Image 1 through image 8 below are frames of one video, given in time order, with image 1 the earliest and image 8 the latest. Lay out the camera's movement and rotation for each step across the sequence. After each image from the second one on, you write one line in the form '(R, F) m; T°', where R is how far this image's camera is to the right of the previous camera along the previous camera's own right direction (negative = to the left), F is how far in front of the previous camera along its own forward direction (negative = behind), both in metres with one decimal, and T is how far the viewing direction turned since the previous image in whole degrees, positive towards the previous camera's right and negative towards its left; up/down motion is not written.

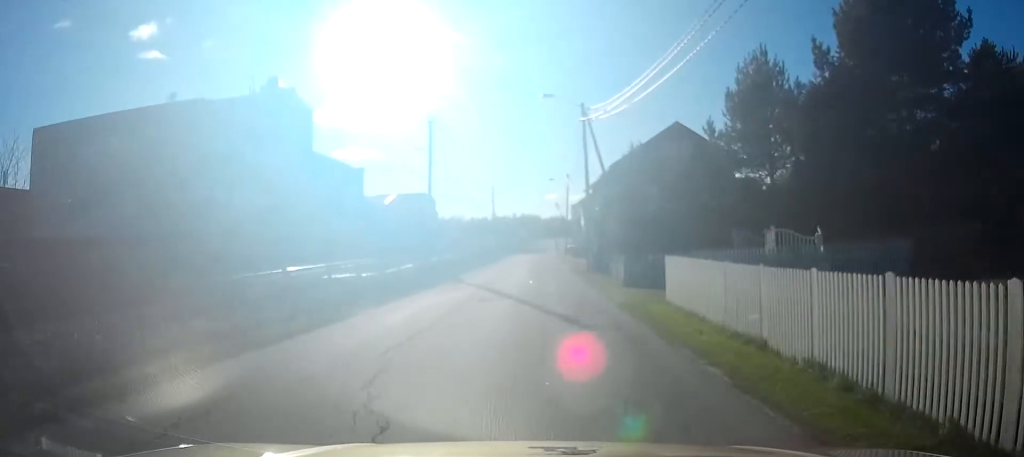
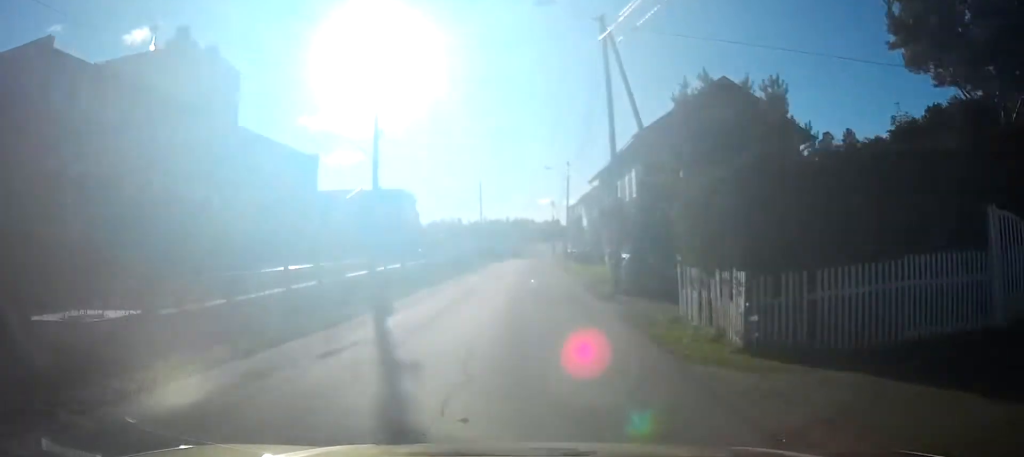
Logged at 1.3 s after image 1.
(+0.9, +13.0) m; +3°
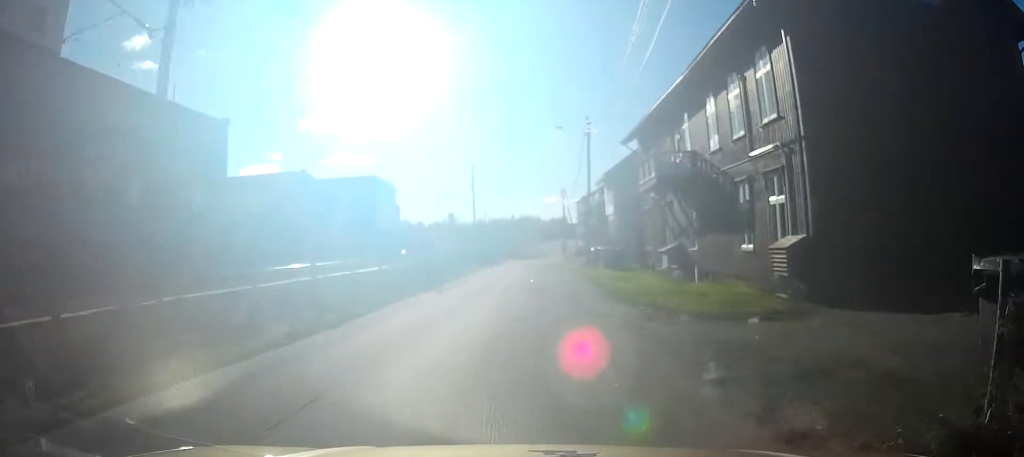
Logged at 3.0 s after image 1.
(-0.1, +18.3) m; +1°
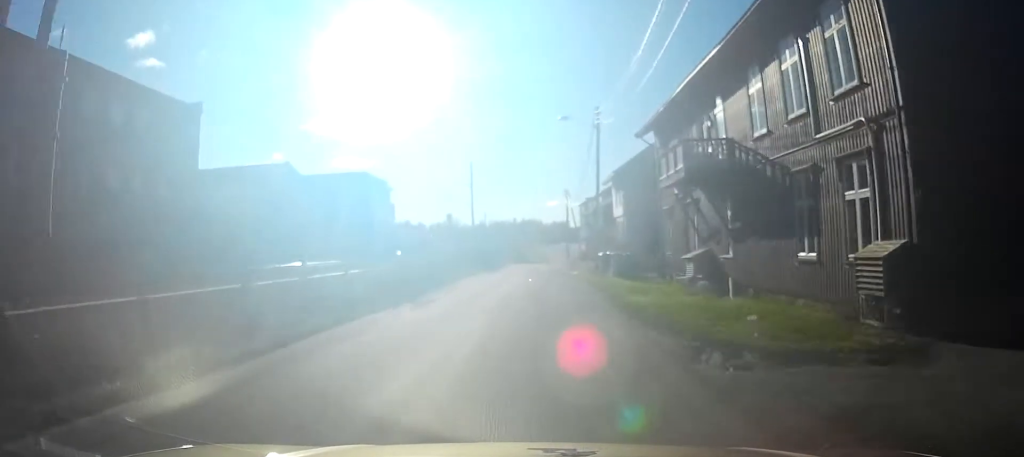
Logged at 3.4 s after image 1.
(0.0, +4.1) m; 0°
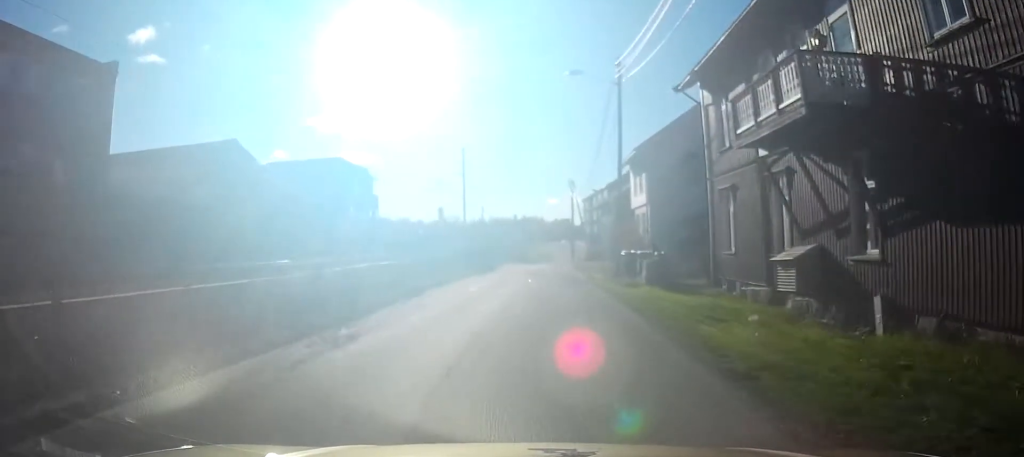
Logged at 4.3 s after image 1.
(0.0, +8.9) m; 0°
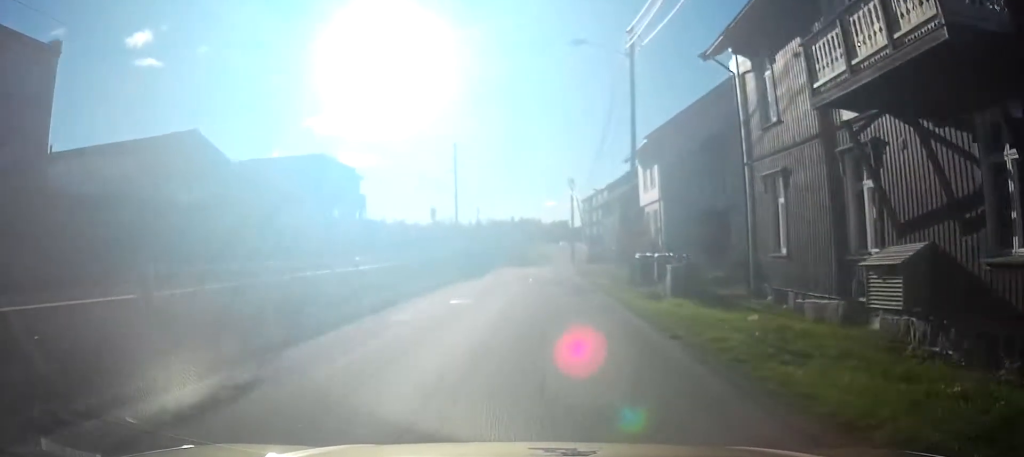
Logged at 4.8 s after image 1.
(0.0, +4.4) m; 0°
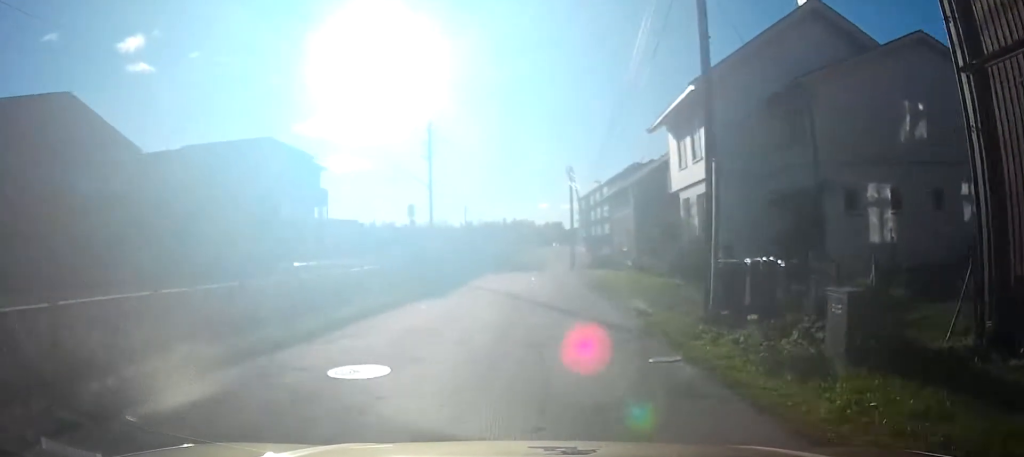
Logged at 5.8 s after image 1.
(0.0, +10.3) m; -3°
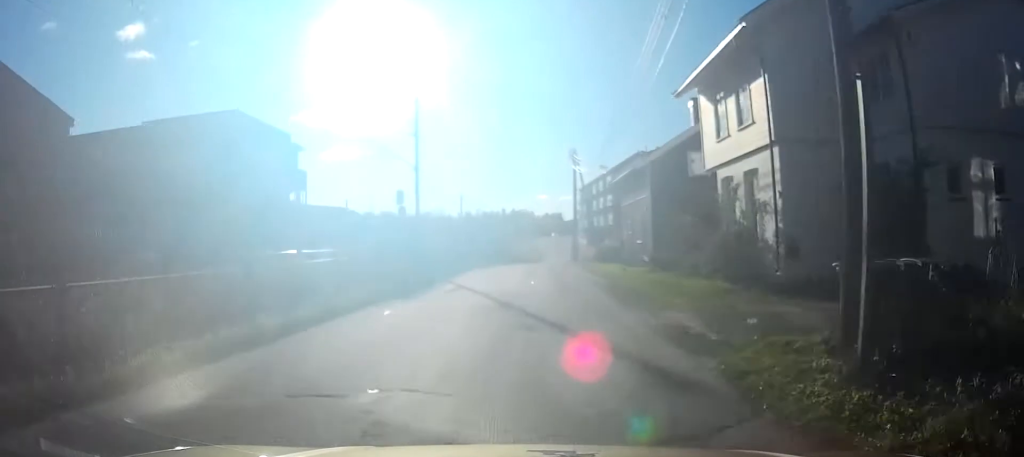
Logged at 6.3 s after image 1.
(-0.2, +5.1) m; -1°
